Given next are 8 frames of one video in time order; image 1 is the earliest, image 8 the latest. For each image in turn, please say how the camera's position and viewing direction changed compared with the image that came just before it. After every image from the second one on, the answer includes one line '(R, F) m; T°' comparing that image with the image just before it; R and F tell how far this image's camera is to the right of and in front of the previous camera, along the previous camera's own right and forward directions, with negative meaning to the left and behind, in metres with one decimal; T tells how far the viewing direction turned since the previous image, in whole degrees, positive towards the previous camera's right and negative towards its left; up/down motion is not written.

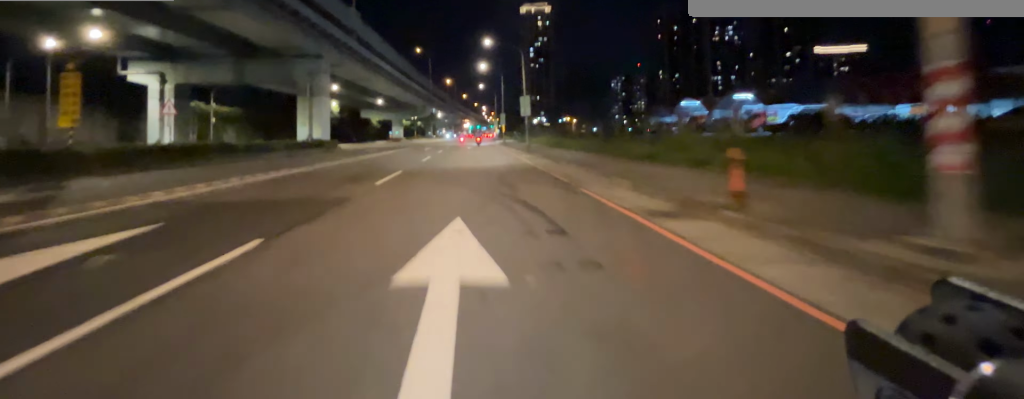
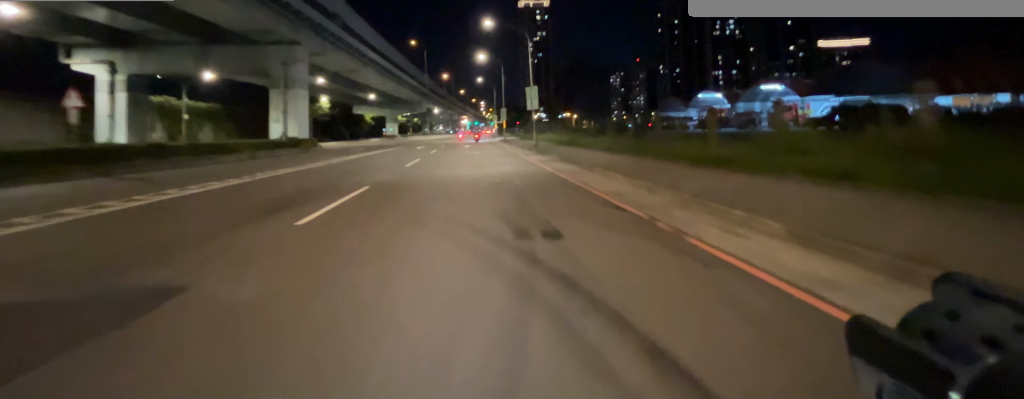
(0.0, +4.9) m; -1°
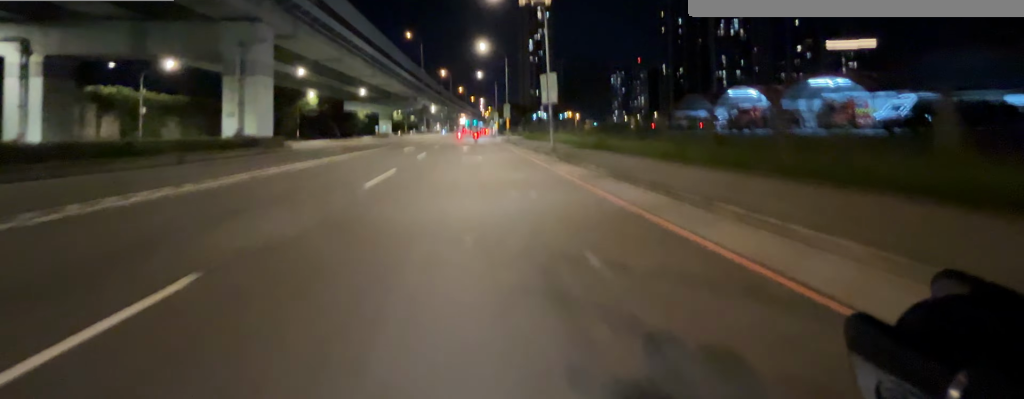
(0.0, +6.5) m; -1°
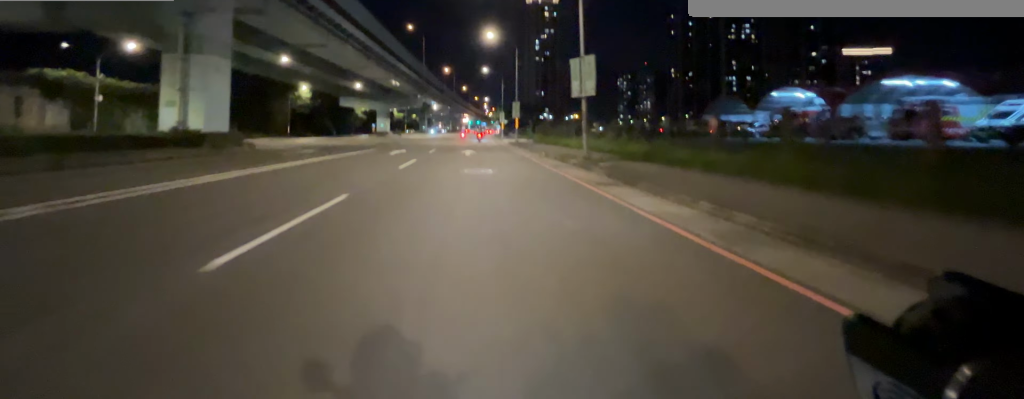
(-0.1, +6.4) m; 0°
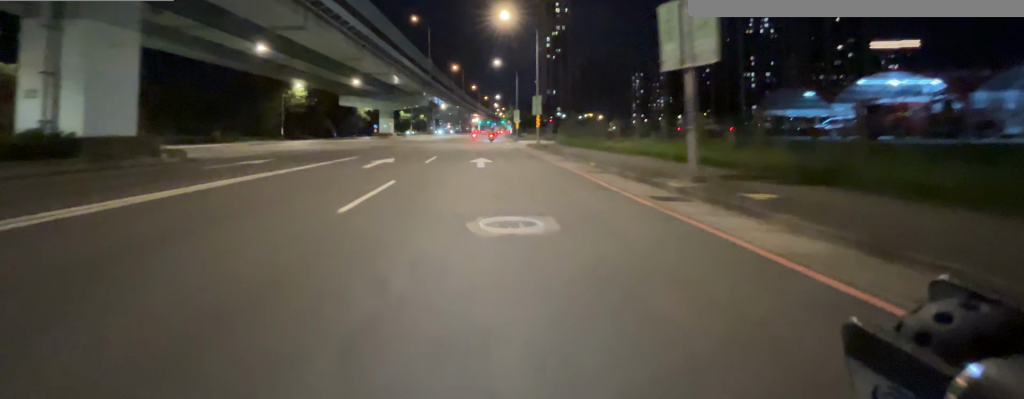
(-0.1, +8.3) m; 0°
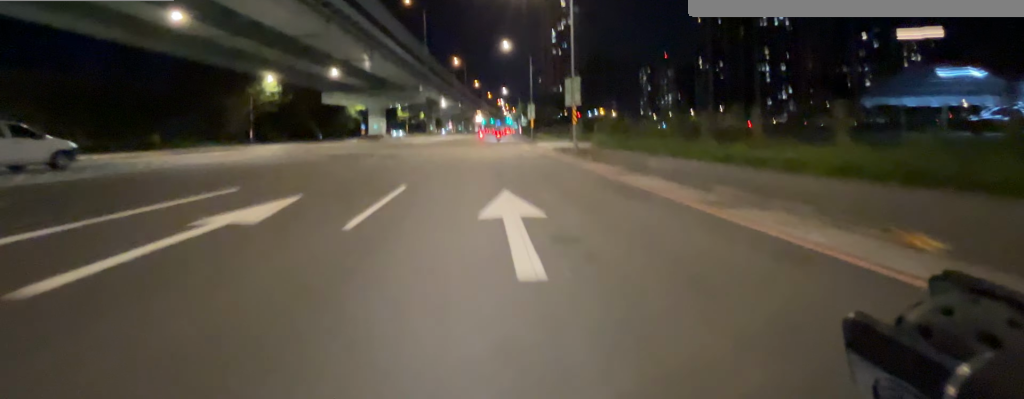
(+0.1, +13.3) m; +2°
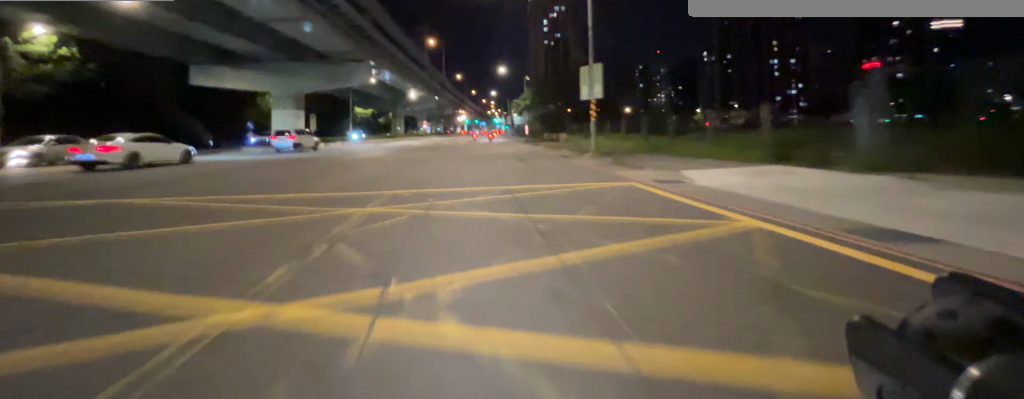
(+0.7, +34.1) m; +1°
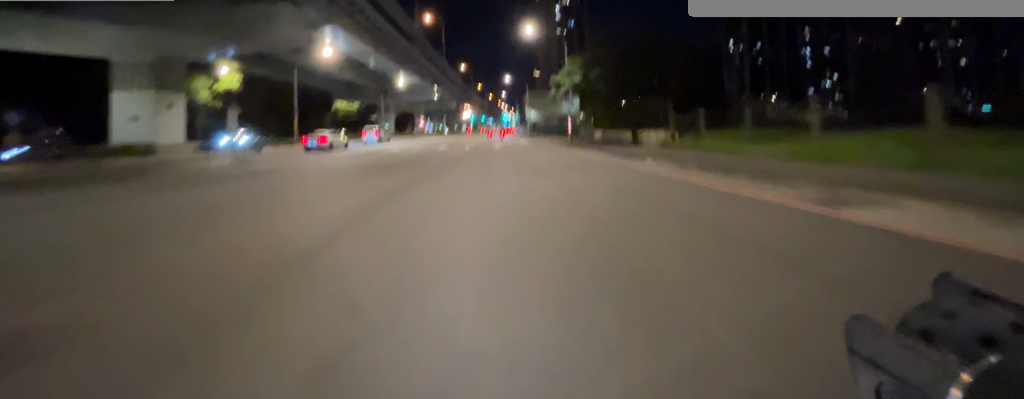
(+0.3, +20.1) m; +2°
